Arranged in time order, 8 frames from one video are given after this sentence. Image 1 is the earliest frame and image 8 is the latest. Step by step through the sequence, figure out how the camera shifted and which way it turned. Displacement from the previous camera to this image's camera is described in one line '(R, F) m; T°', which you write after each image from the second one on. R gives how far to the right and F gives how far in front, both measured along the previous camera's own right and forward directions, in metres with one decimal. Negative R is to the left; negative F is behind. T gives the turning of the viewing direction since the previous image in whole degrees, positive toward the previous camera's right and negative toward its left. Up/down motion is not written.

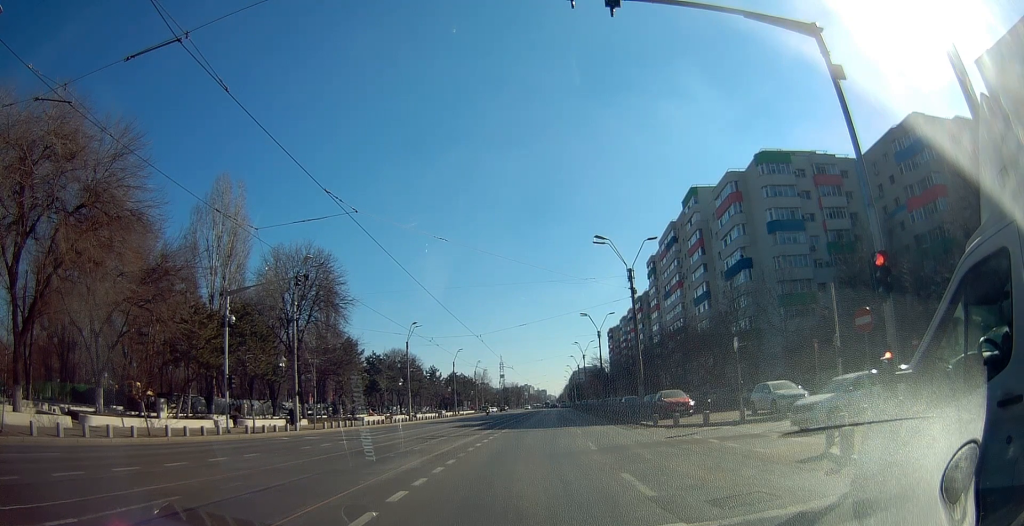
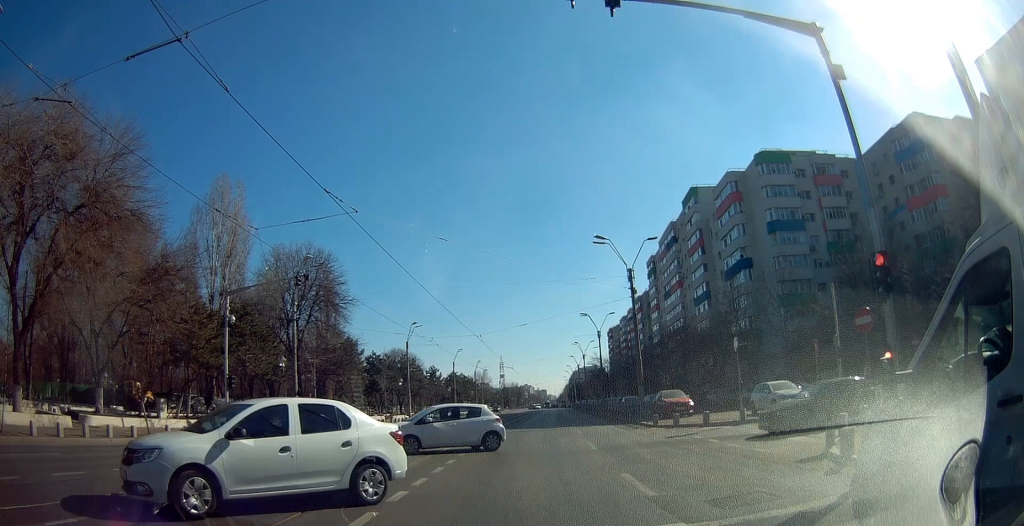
(0.0, 0.0) m; 0°
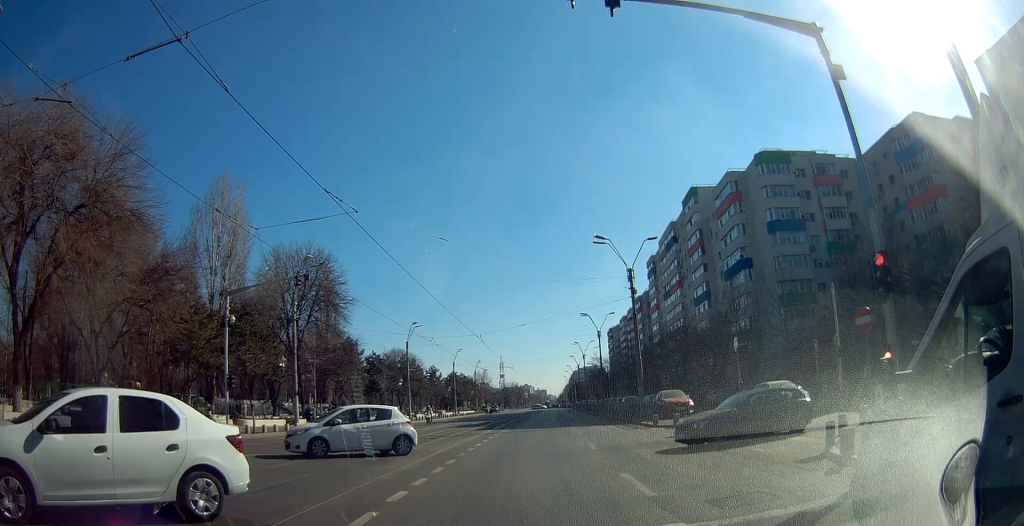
(0.0, 0.0) m; 0°
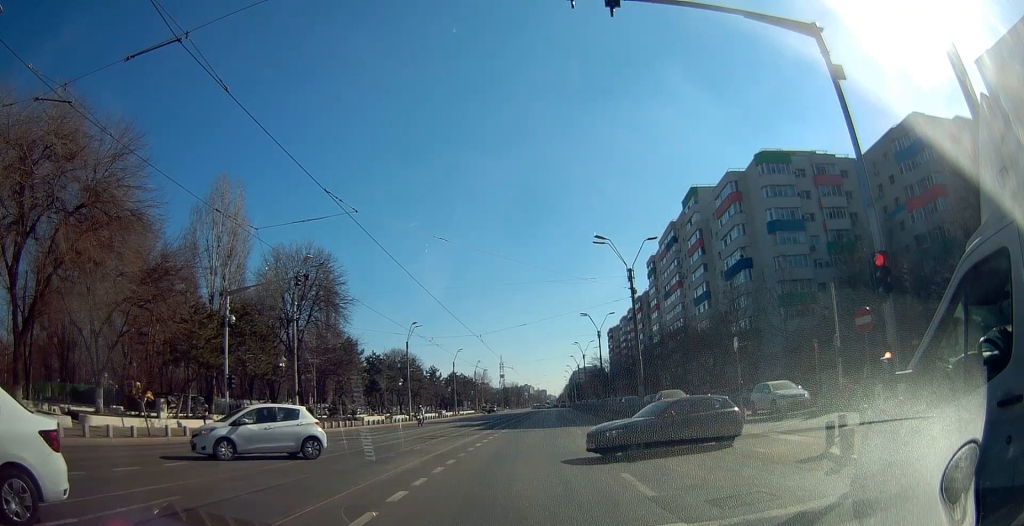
(0.0, 0.0) m; 0°
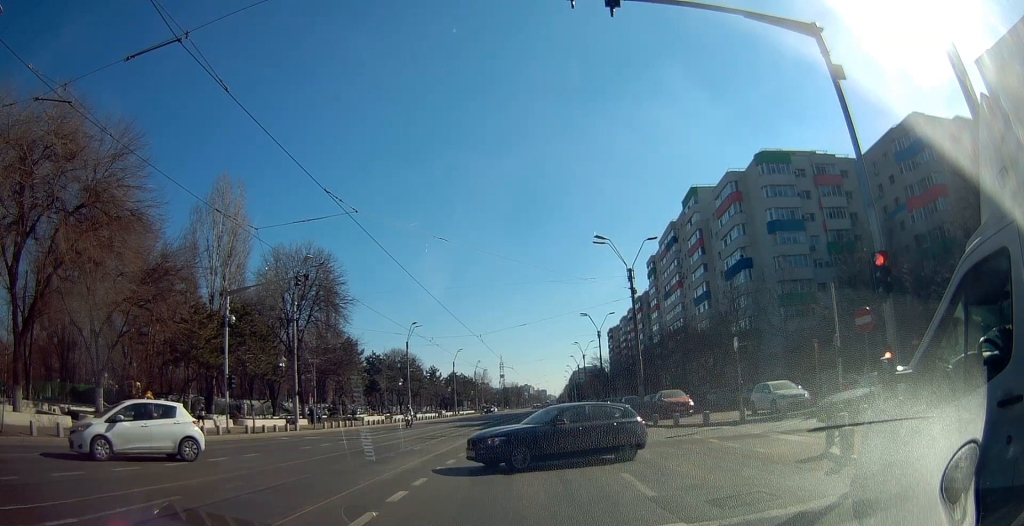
(0.0, 0.0) m; 0°
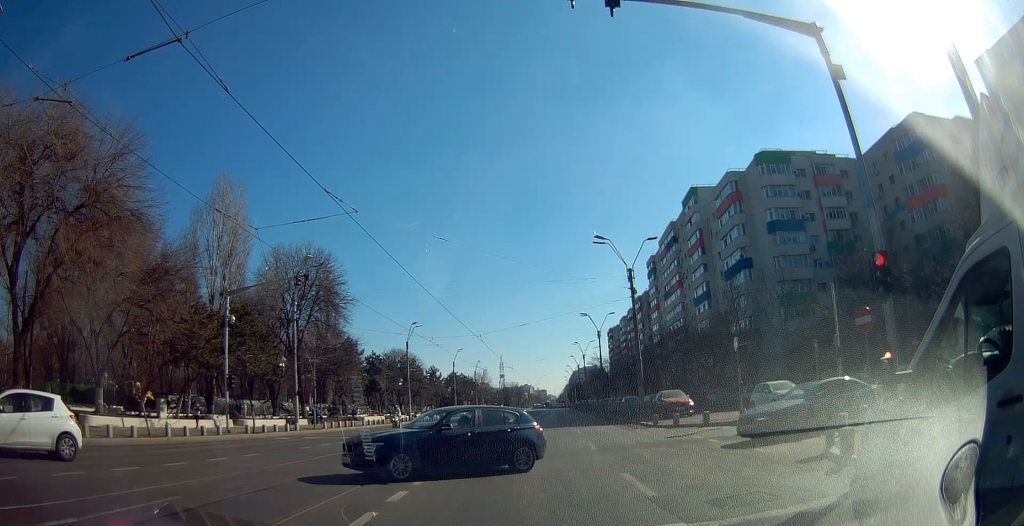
(0.0, 0.0) m; 0°
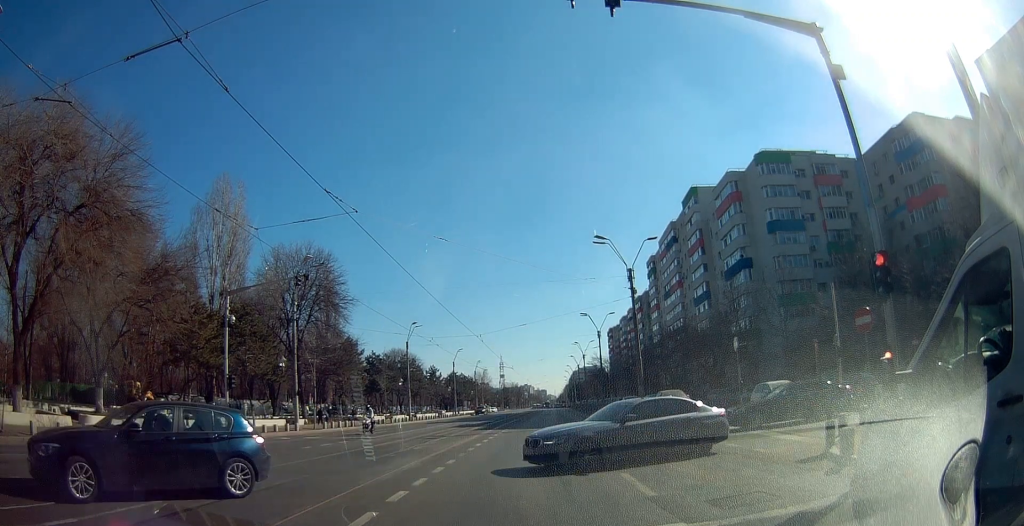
(0.0, +0.3) m; 0°
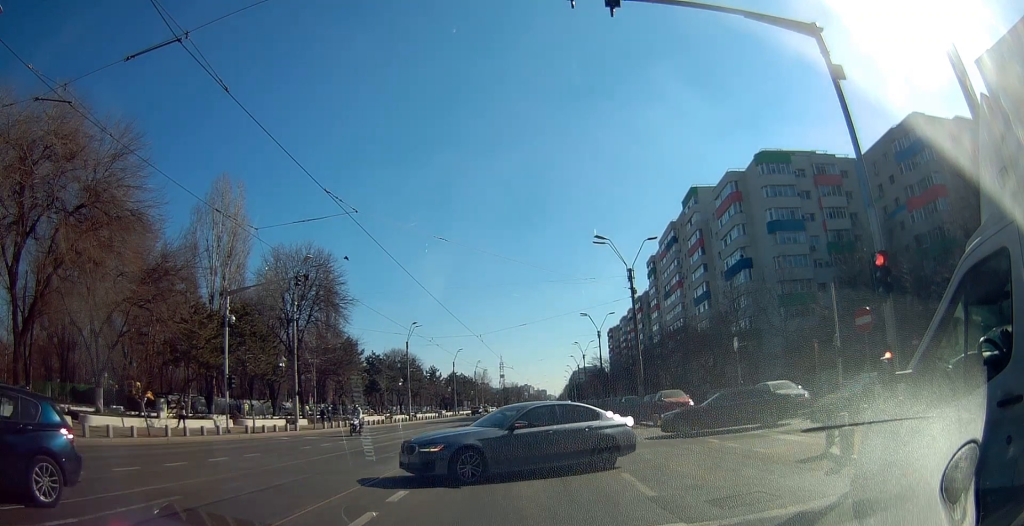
(0.0, 0.0) m; 0°
